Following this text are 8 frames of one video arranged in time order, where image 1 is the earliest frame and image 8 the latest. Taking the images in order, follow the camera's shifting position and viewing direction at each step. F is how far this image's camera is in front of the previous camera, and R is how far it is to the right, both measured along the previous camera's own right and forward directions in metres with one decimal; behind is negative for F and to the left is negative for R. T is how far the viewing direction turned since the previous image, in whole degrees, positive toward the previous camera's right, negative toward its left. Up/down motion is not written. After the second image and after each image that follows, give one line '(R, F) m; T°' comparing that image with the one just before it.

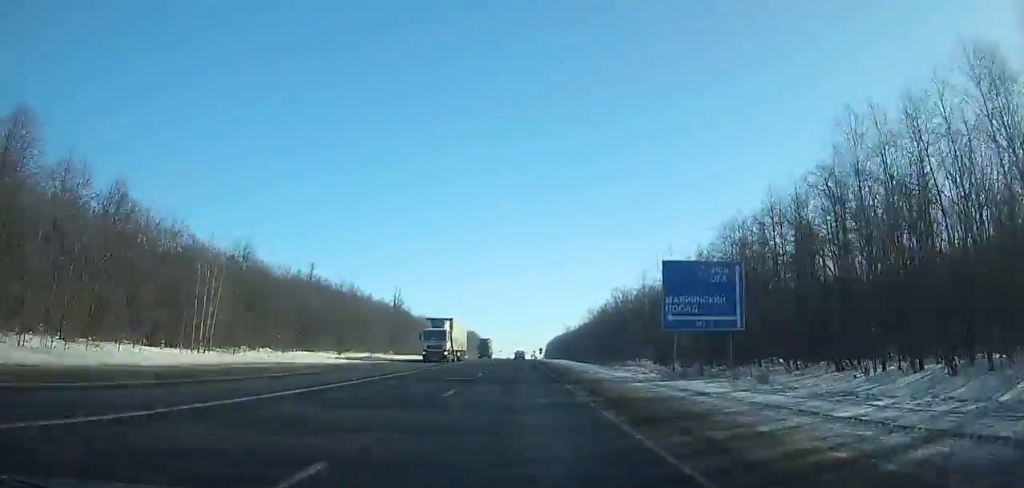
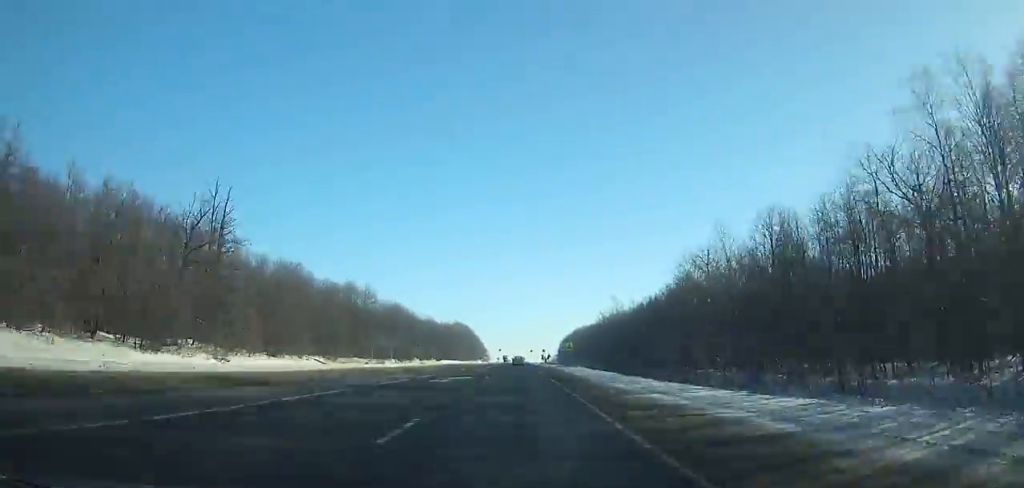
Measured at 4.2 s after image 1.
(-0.7, +103.5) m; -1°
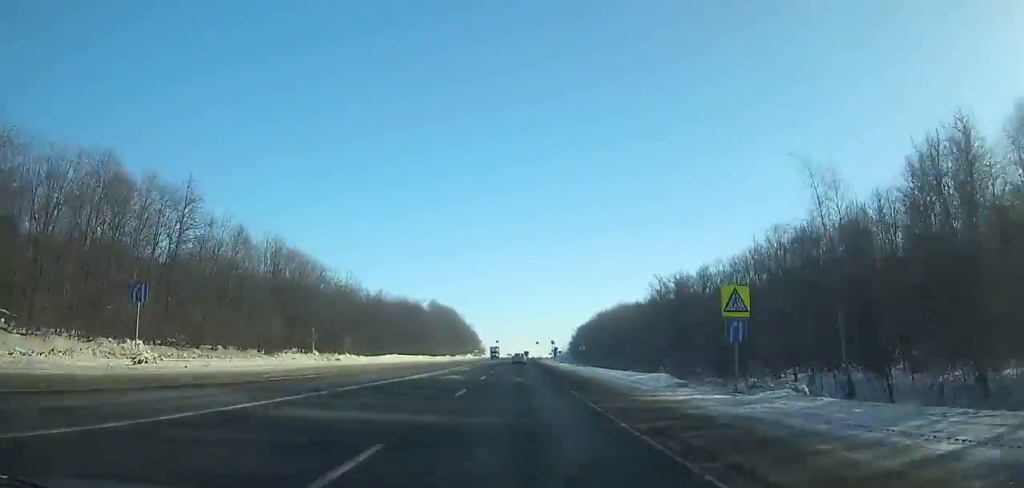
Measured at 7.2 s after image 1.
(-0.3, +73.4) m; 0°
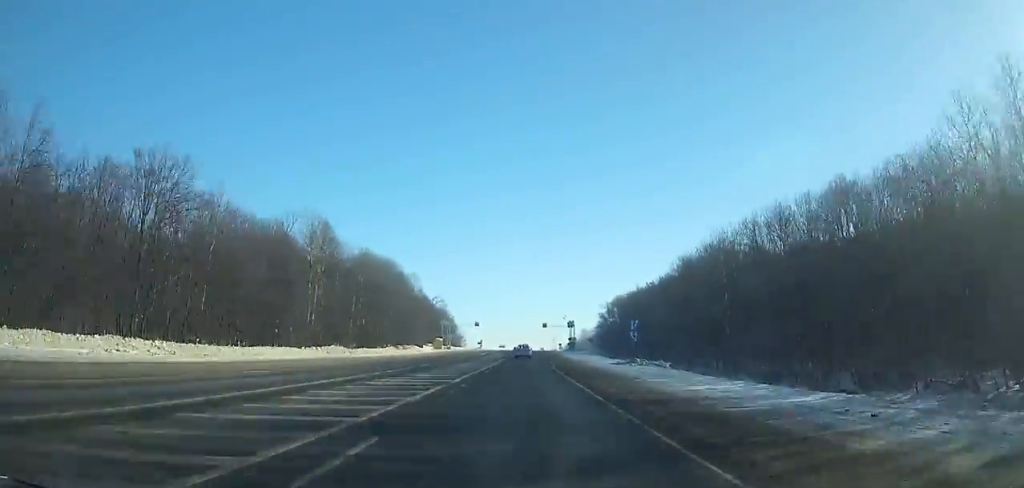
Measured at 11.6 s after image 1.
(+0.7, +105.6) m; +1°
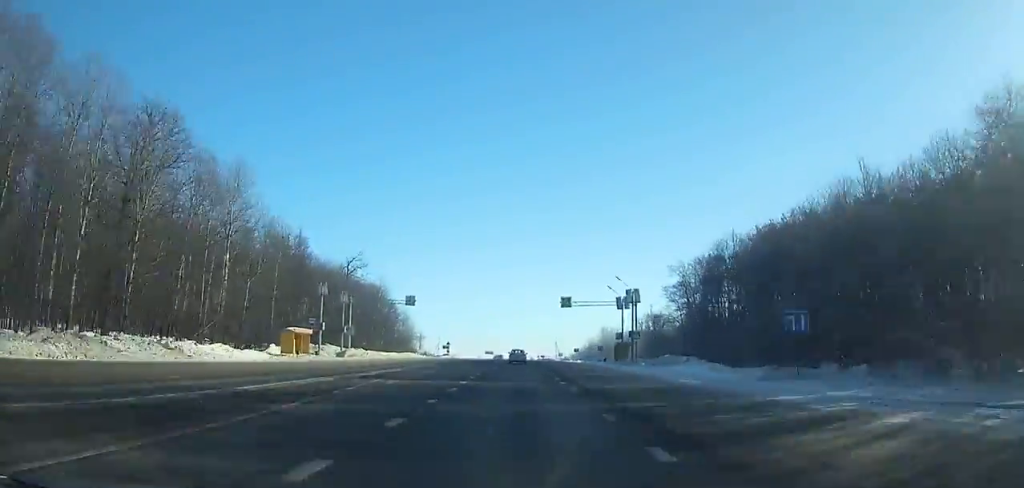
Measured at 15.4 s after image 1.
(+0.6, +89.1) m; 0°
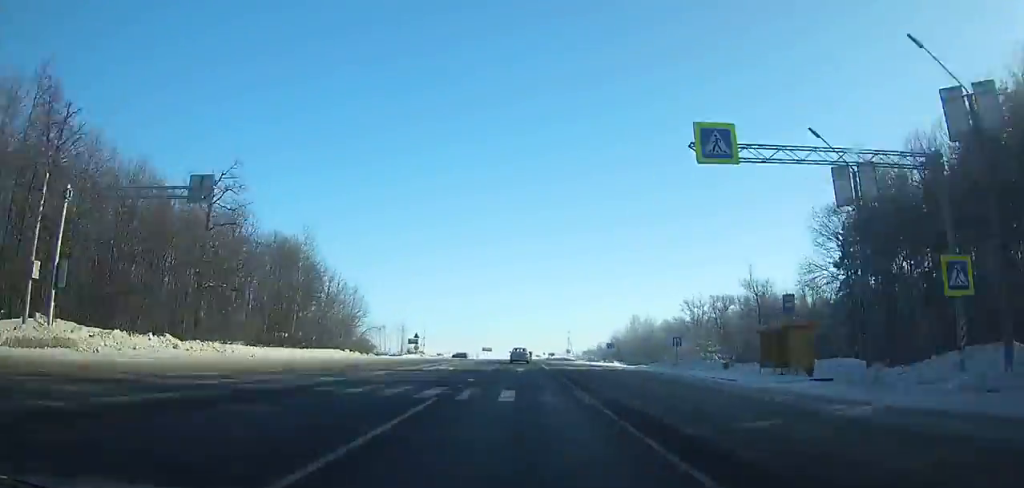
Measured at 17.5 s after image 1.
(-0.1, +48.6) m; 0°
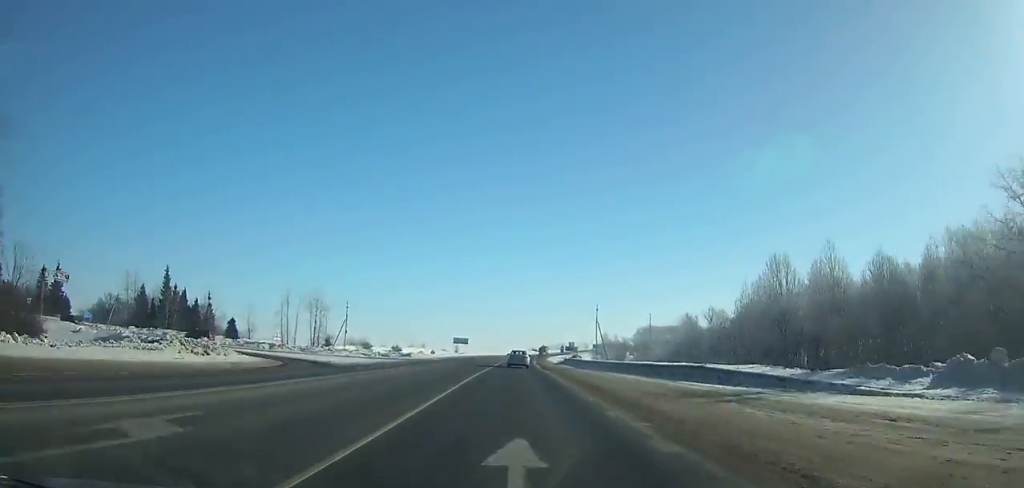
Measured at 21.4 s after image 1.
(+0.1, +89.7) m; +1°
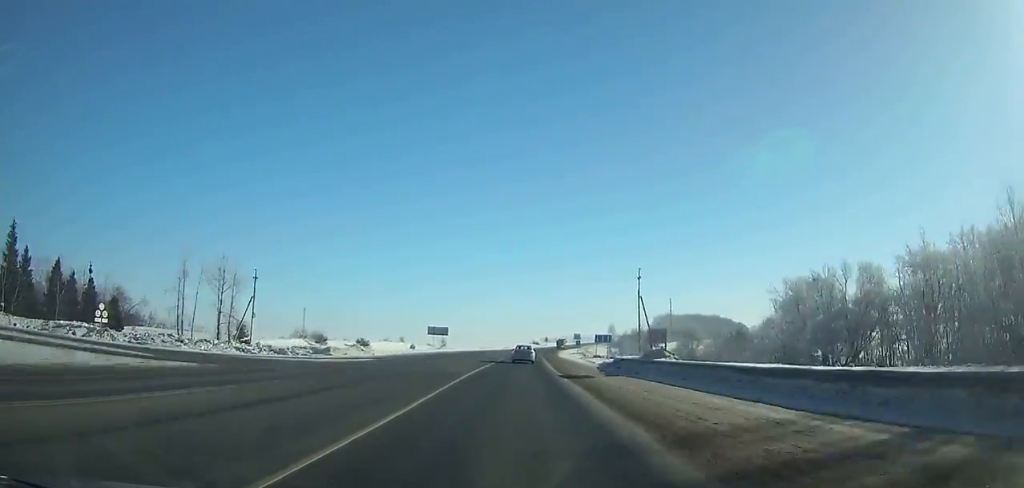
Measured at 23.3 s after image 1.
(+0.2, +43.5) m; +1°
